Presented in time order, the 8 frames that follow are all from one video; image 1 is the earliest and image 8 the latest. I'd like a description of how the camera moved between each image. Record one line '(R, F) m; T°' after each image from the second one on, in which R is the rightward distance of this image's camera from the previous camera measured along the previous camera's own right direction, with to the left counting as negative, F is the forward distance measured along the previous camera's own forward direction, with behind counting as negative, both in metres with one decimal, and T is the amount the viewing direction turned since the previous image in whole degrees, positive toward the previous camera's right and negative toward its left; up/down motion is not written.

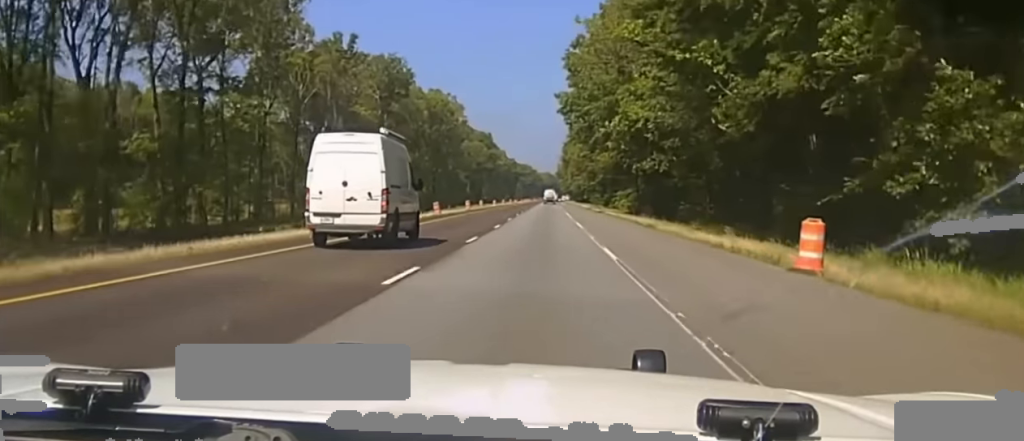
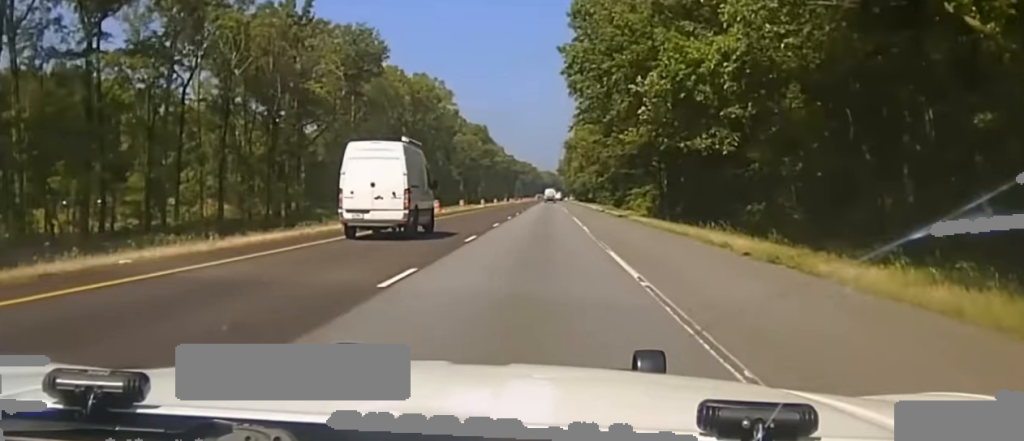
(-0.1, +24.9) m; 0°
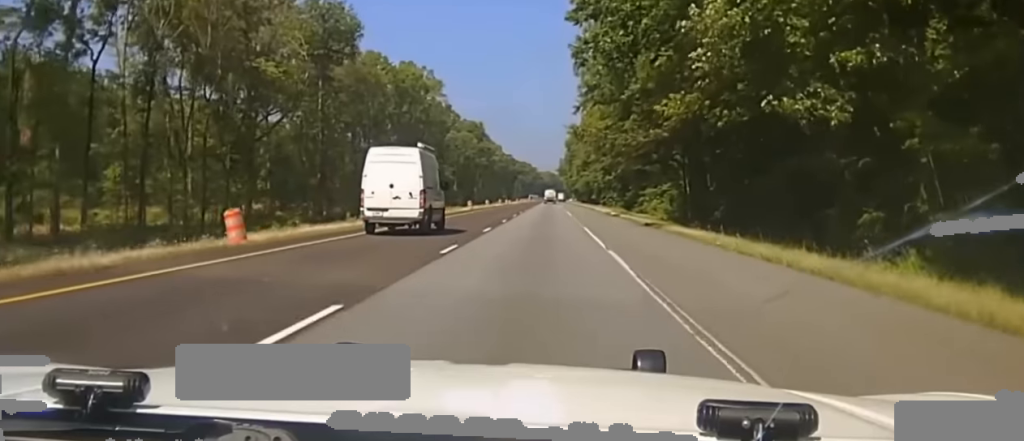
(+0.2, +15.9) m; 0°
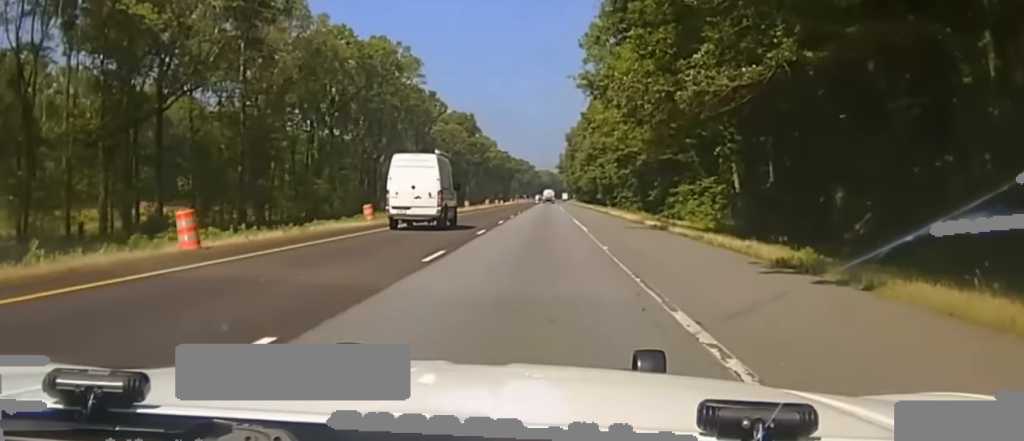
(0.0, +20.9) m; 0°
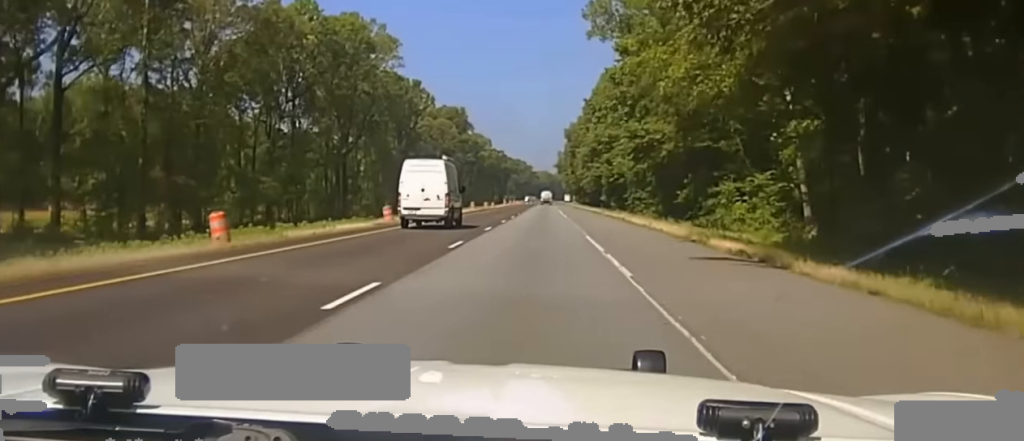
(-0.1, +14.7) m; 0°
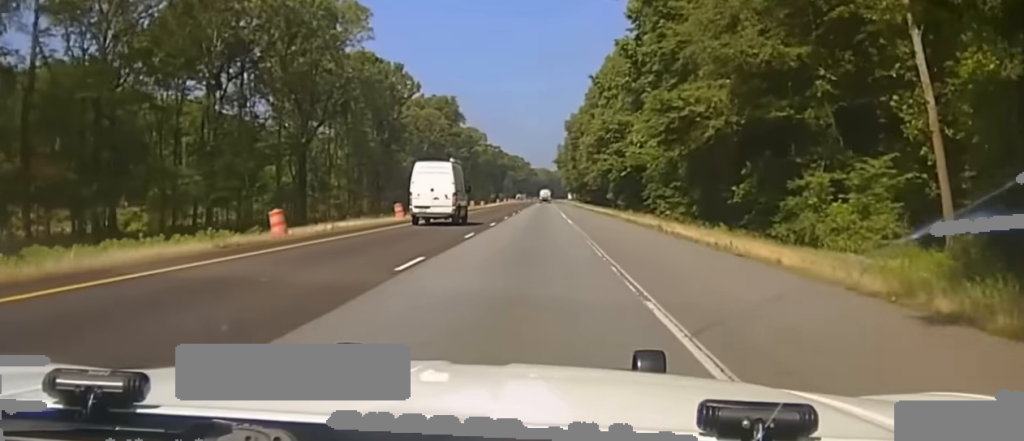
(-0.1, +14.1) m; 0°
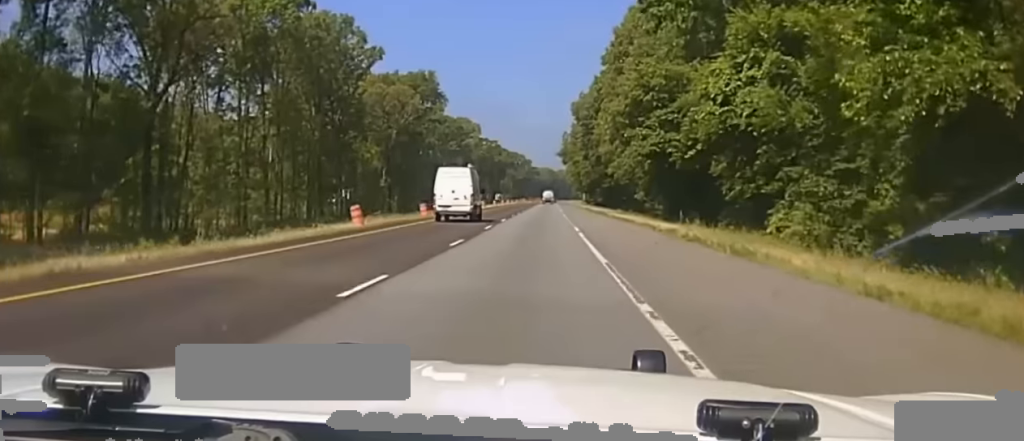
(+0.5, +41.3) m; +1°
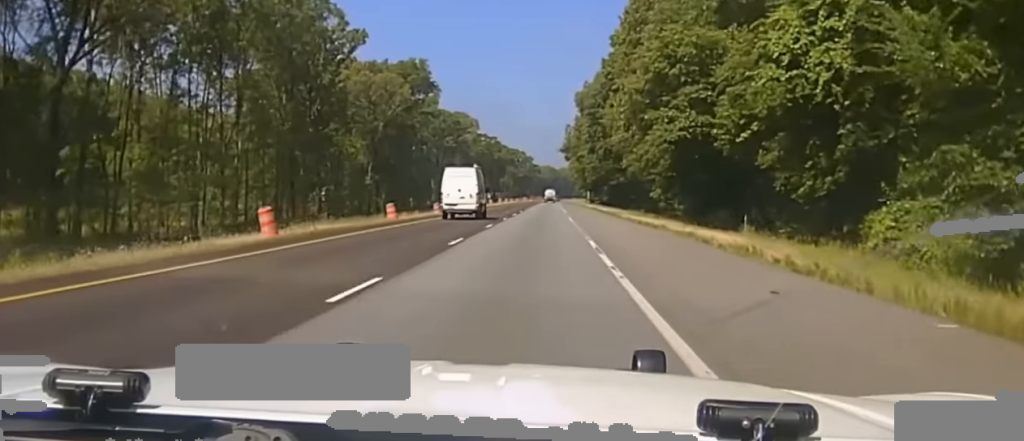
(+0.2, +14.2) m; 0°
